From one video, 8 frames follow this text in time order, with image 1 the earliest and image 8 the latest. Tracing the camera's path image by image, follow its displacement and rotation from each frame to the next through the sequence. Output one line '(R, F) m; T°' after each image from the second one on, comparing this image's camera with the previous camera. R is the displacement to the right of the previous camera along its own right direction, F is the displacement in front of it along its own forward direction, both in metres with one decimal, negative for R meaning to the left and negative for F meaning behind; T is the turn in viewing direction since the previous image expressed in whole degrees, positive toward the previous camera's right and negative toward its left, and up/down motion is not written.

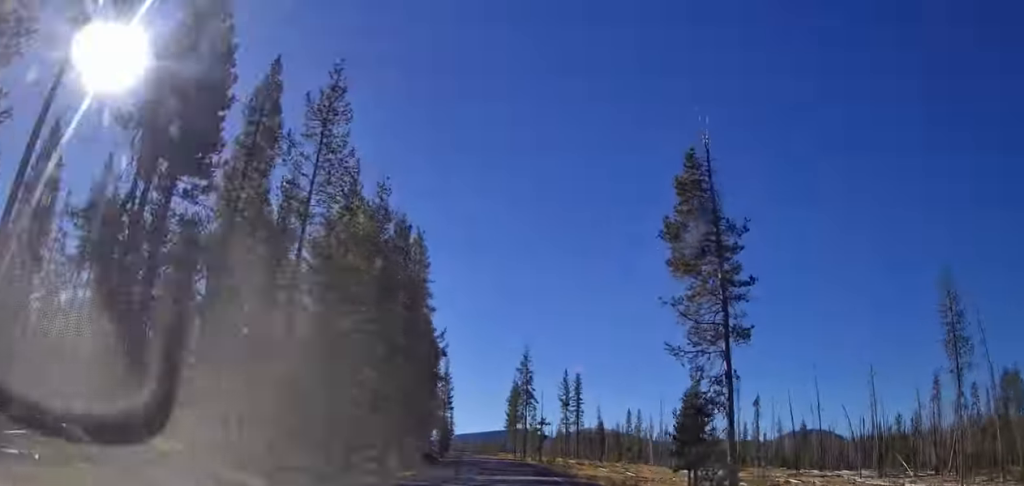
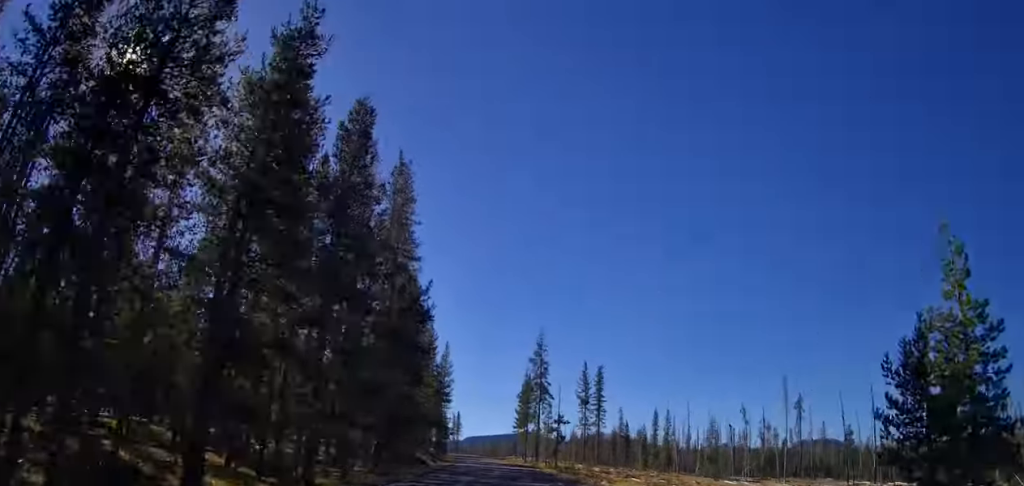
(0.0, +16.4) m; 0°
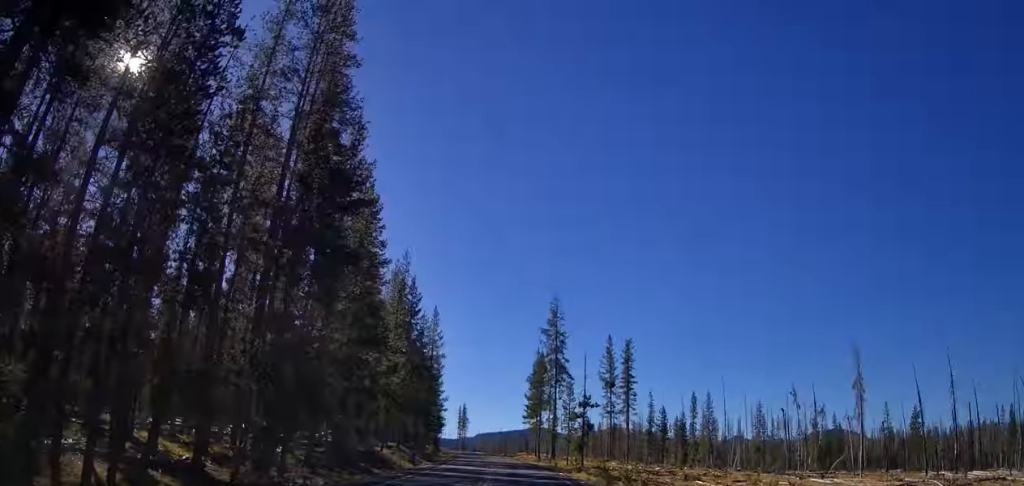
(0.0, +19.8) m; -1°
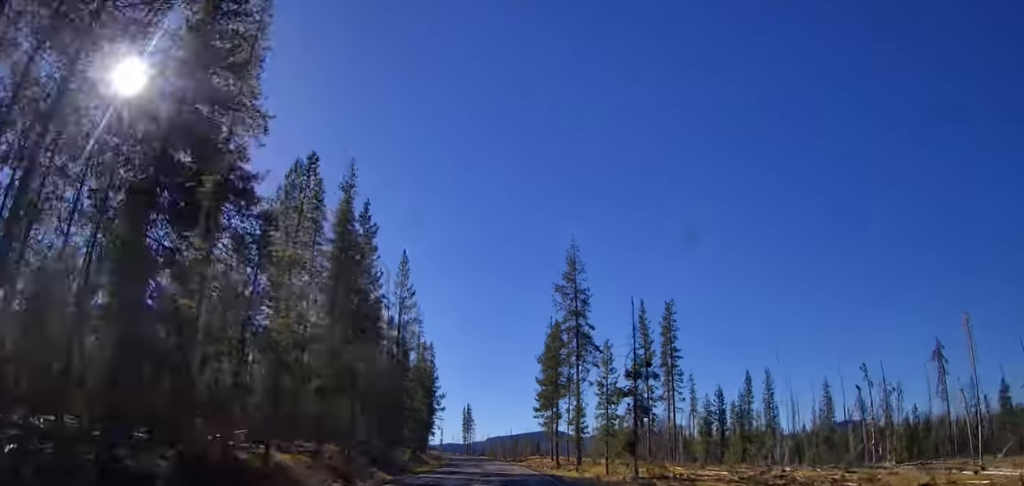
(-0.4, +21.3) m; -2°
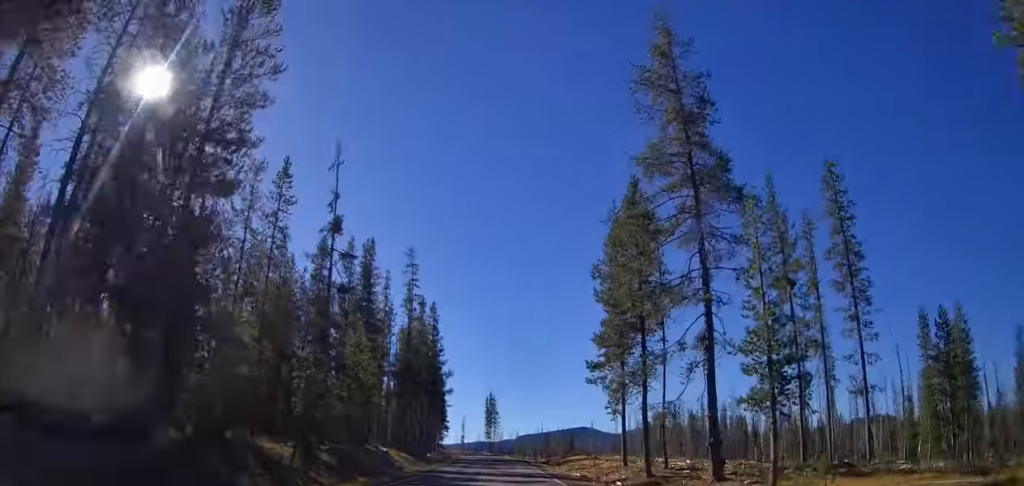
(-0.8, +33.3) m; -3°
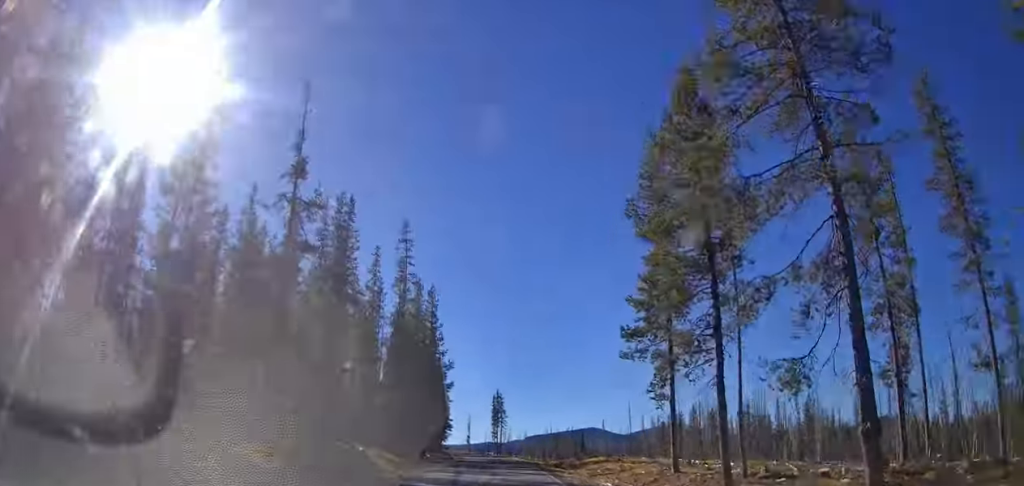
(-0.2, +9.9) m; -1°
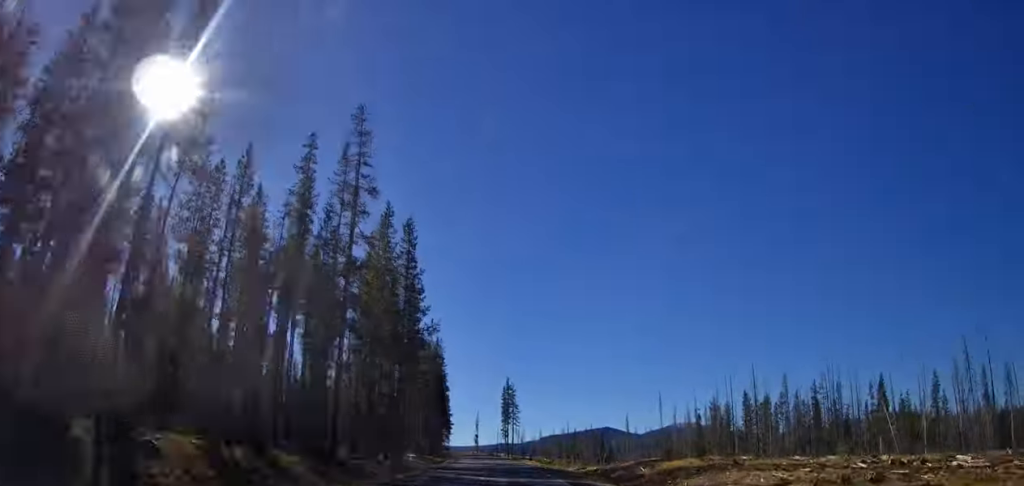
(-0.1, +25.8) m; -2°
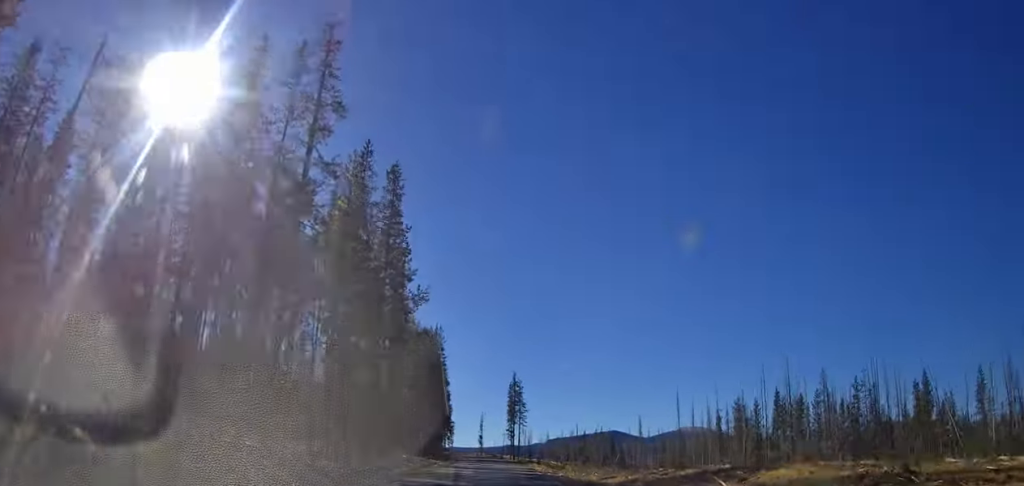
(-0.4, +11.9) m; -1°
